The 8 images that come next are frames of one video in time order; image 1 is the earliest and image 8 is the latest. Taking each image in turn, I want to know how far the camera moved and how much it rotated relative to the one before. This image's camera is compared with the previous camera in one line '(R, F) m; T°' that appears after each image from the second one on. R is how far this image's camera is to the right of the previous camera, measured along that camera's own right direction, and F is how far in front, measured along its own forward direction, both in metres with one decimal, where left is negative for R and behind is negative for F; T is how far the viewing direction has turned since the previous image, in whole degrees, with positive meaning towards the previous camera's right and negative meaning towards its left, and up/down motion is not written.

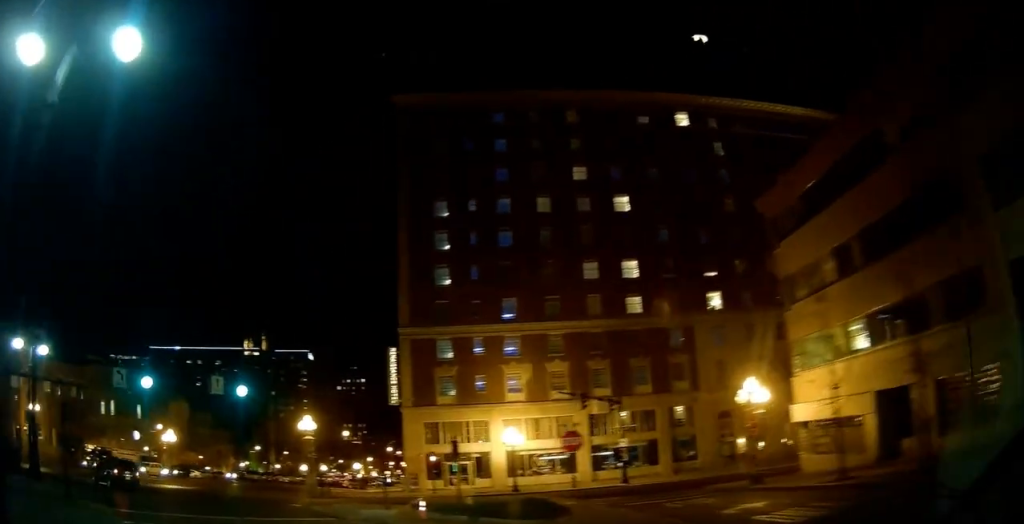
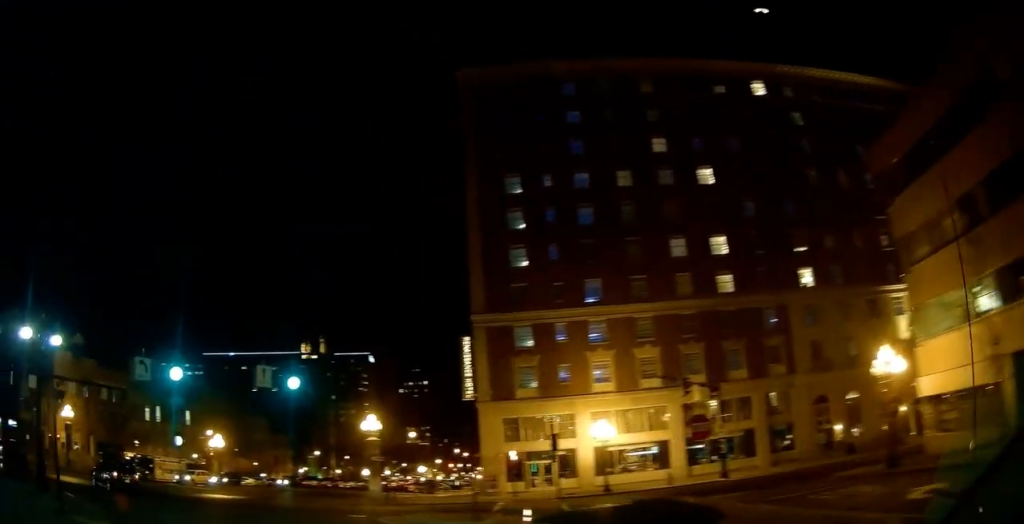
(-0.4, +5.0) m; -10°
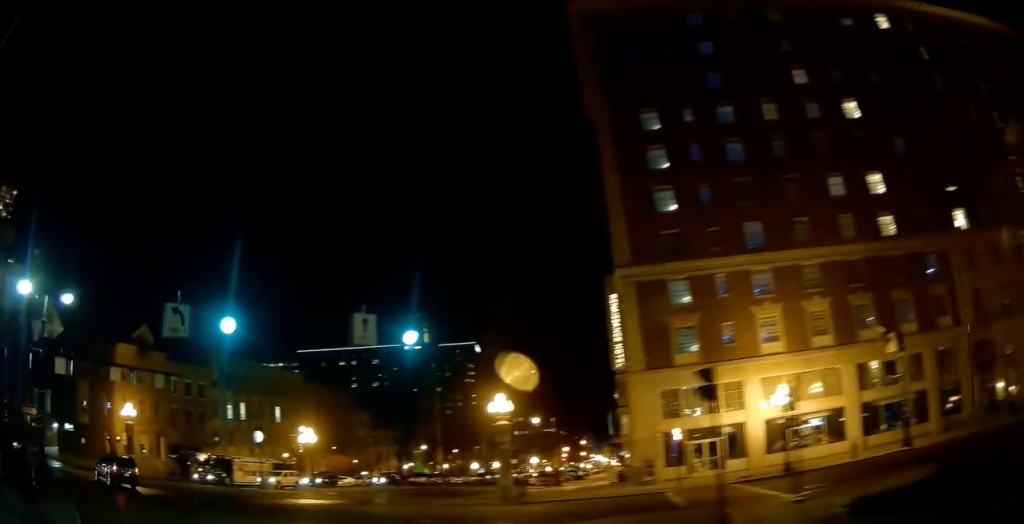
(-1.4, +8.8) m; -15°
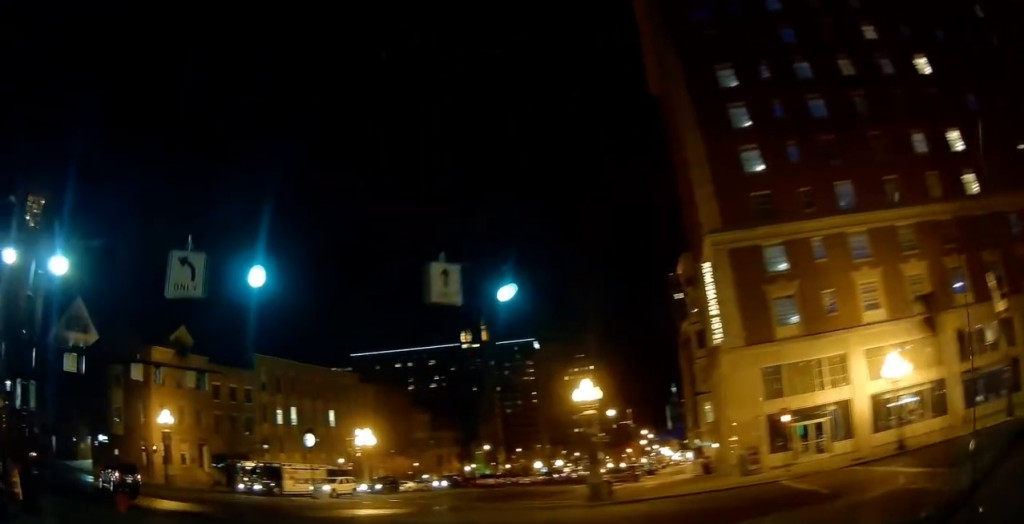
(-0.3, +4.9) m; -5°
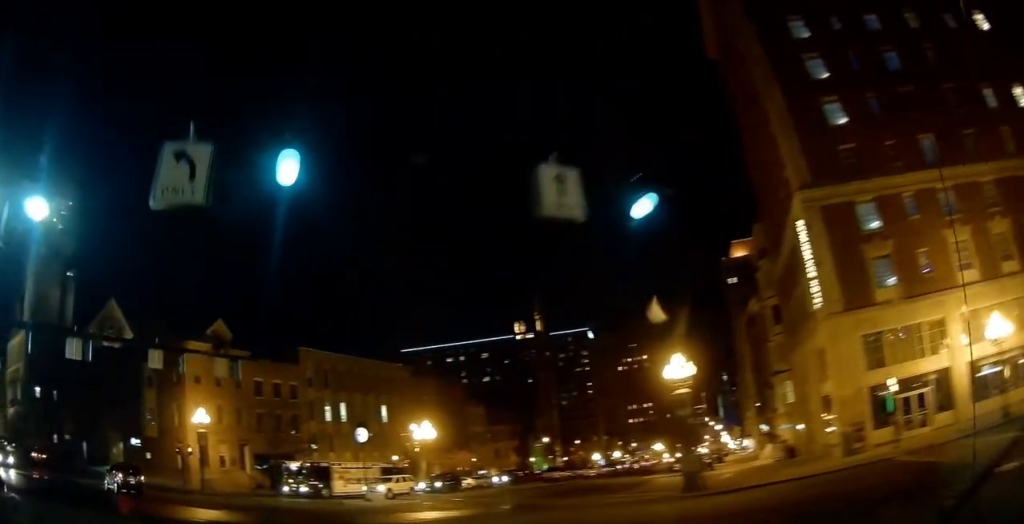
(-0.3, +4.6) m; -3°
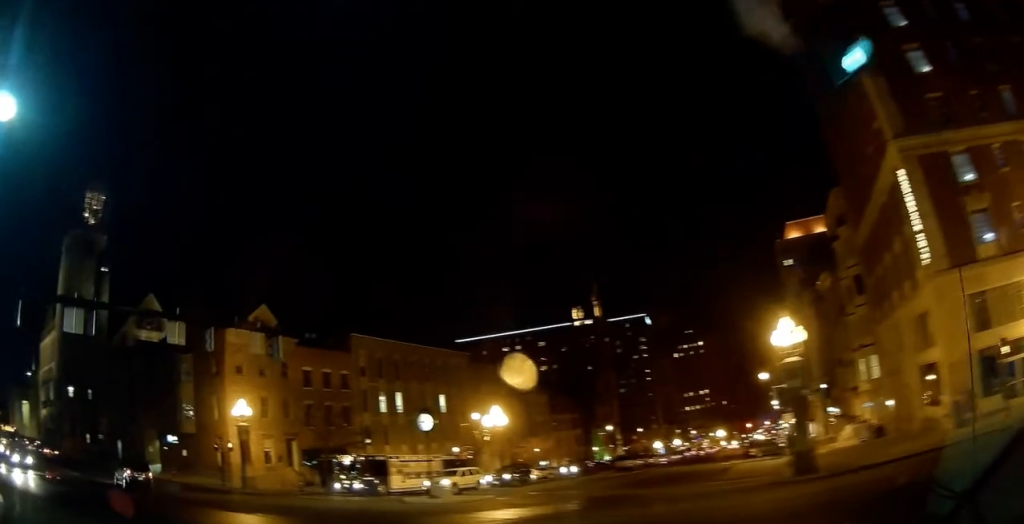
(-0.1, +4.7) m; -3°
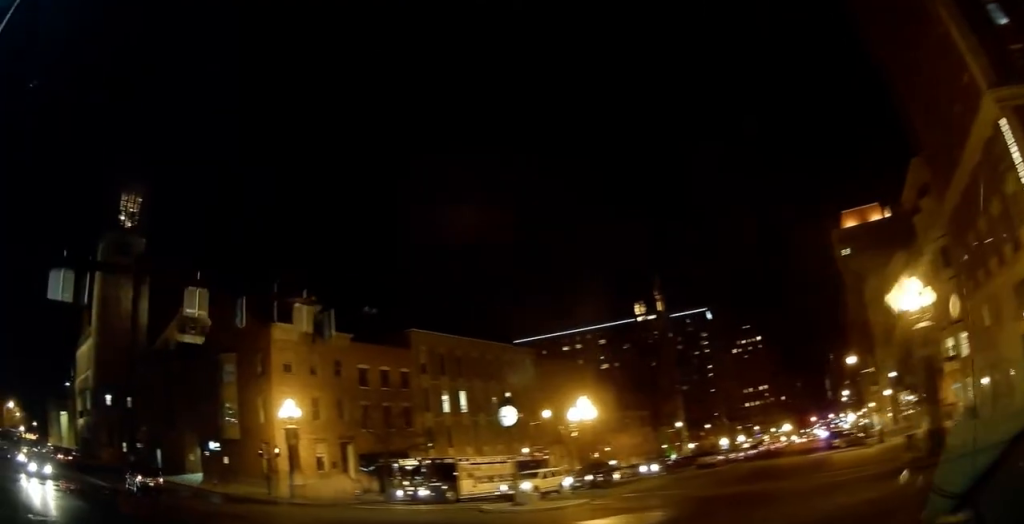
(0.0, +5.0) m; -3°
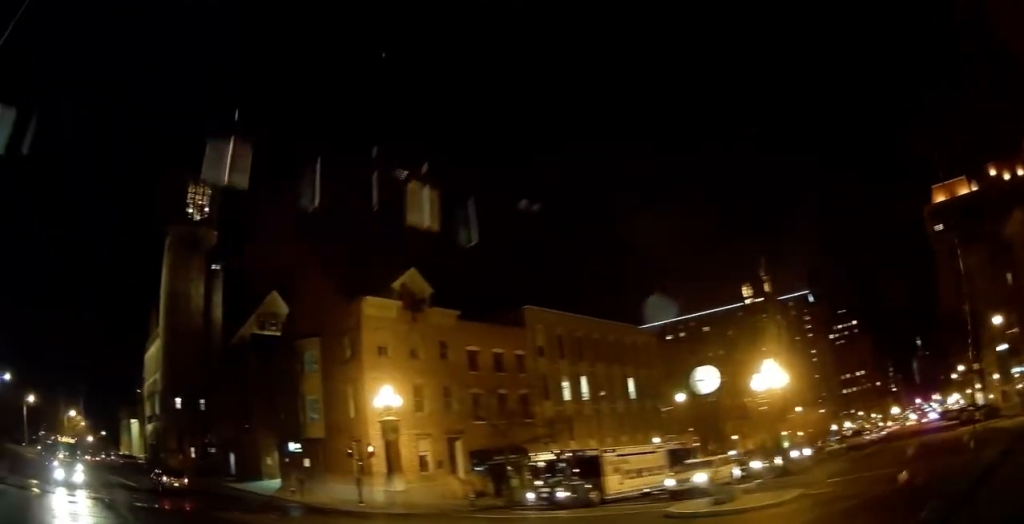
(-0.4, +8.4) m; -6°
